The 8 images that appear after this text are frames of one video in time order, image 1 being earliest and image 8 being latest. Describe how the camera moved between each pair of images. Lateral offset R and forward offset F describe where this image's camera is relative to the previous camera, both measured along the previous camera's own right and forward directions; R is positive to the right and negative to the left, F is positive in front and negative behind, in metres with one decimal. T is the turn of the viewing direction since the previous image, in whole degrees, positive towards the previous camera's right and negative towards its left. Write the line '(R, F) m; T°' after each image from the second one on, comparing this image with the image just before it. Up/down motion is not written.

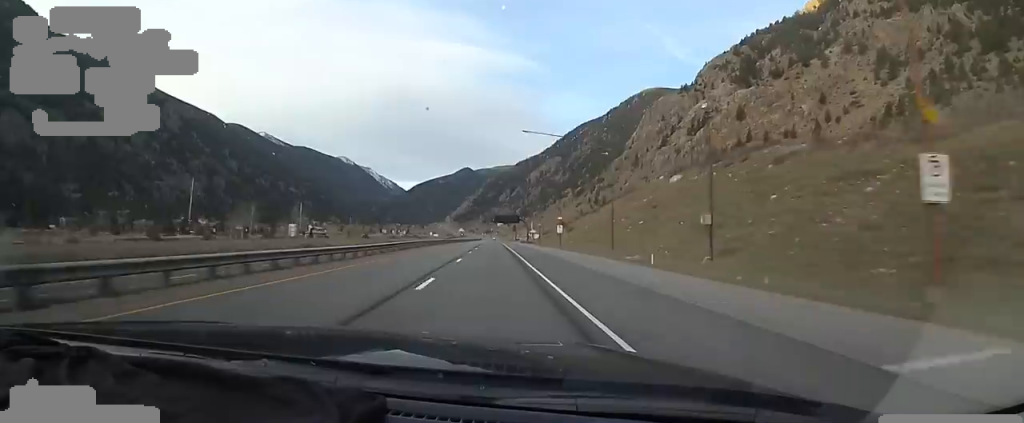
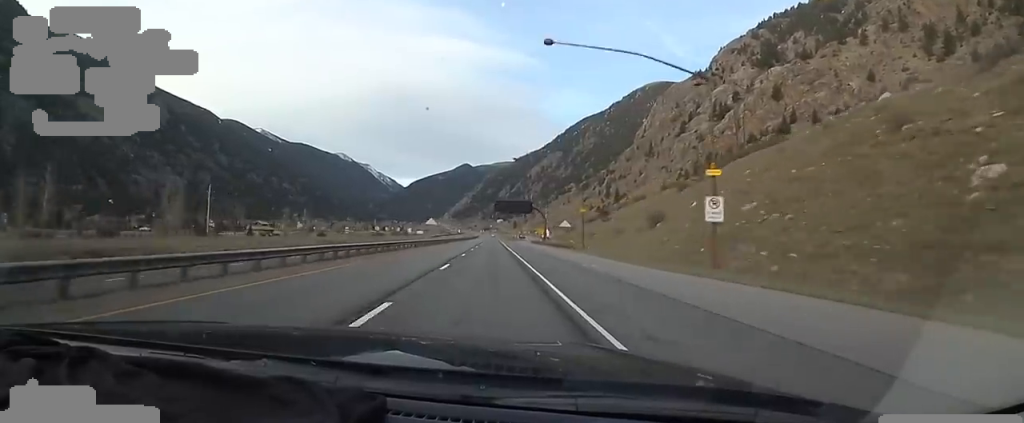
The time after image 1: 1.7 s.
(+1.4, +53.6) m; +2°
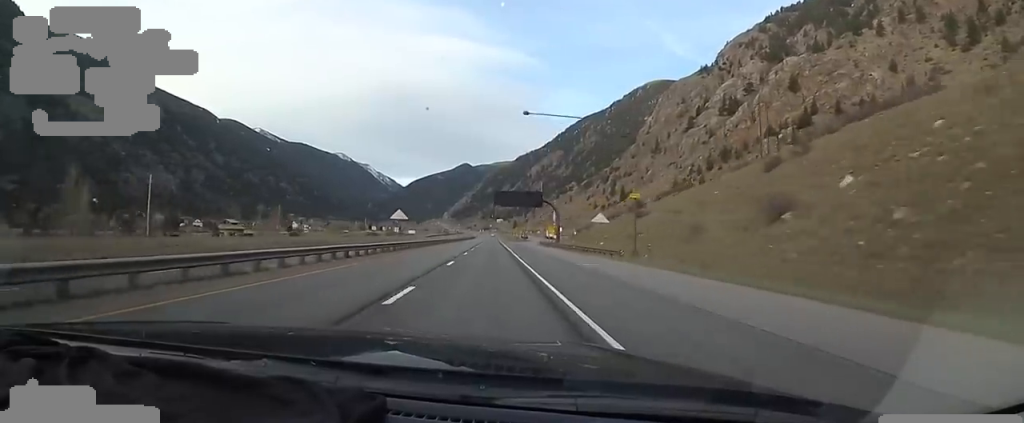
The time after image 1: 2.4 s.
(+0.2, +20.6) m; -1°
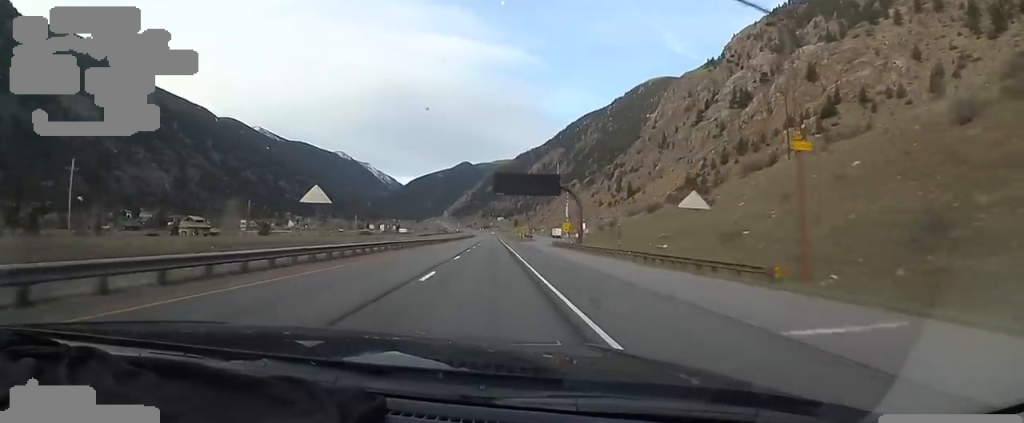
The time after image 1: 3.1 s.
(-0.1, +20.6) m; -1°
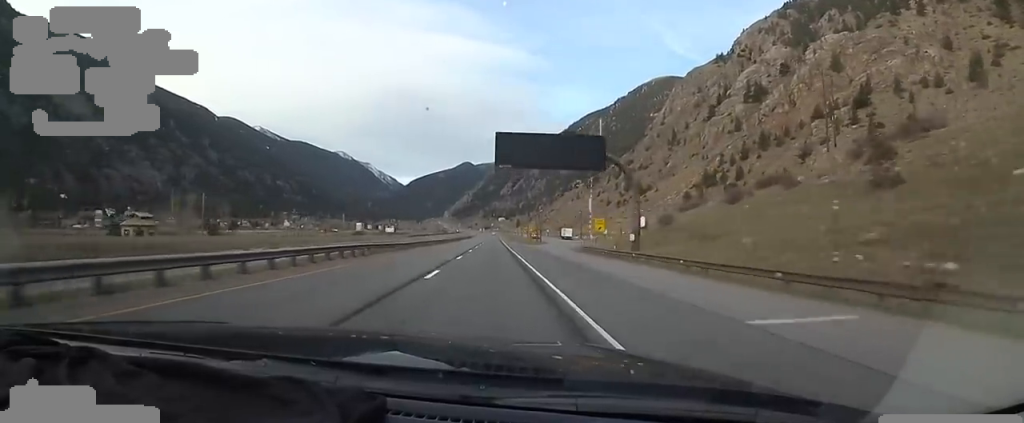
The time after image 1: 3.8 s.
(-1.0, +22.8) m; -1°
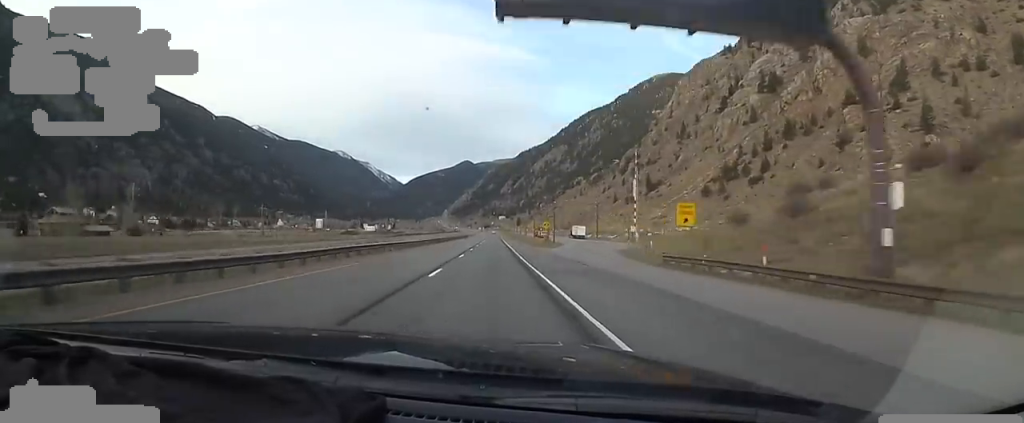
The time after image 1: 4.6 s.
(+0.8, +23.9) m; +2°
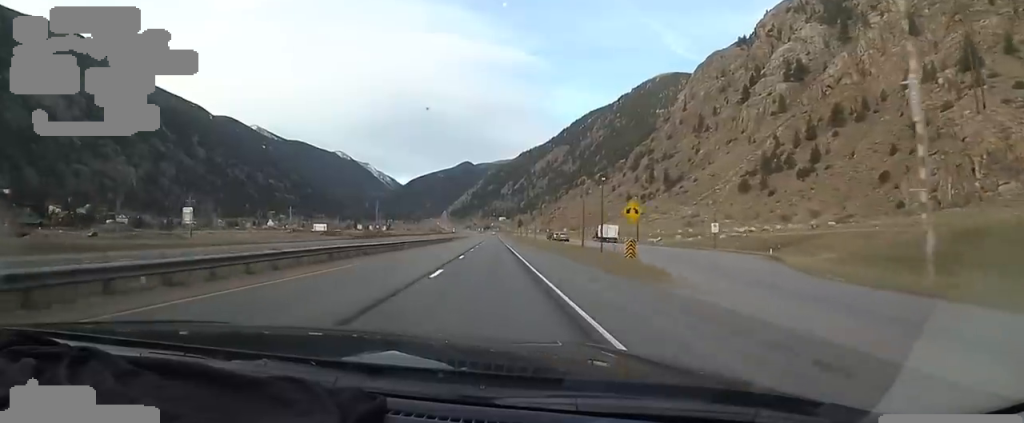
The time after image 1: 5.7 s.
(+0.7, +36.3) m; -1°
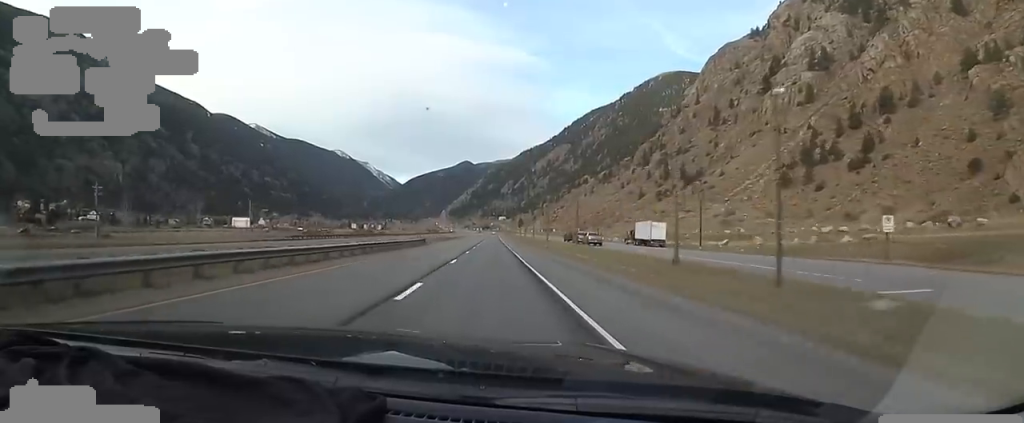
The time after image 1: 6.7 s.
(-1.3, +29.3) m; -1°
